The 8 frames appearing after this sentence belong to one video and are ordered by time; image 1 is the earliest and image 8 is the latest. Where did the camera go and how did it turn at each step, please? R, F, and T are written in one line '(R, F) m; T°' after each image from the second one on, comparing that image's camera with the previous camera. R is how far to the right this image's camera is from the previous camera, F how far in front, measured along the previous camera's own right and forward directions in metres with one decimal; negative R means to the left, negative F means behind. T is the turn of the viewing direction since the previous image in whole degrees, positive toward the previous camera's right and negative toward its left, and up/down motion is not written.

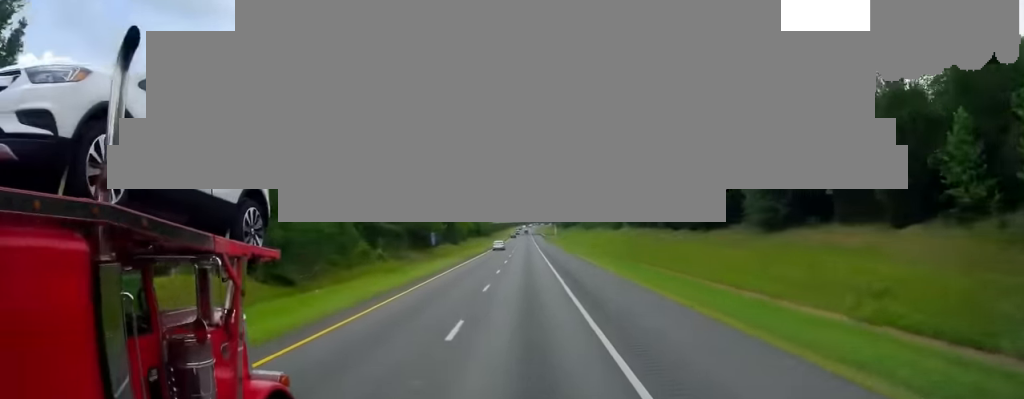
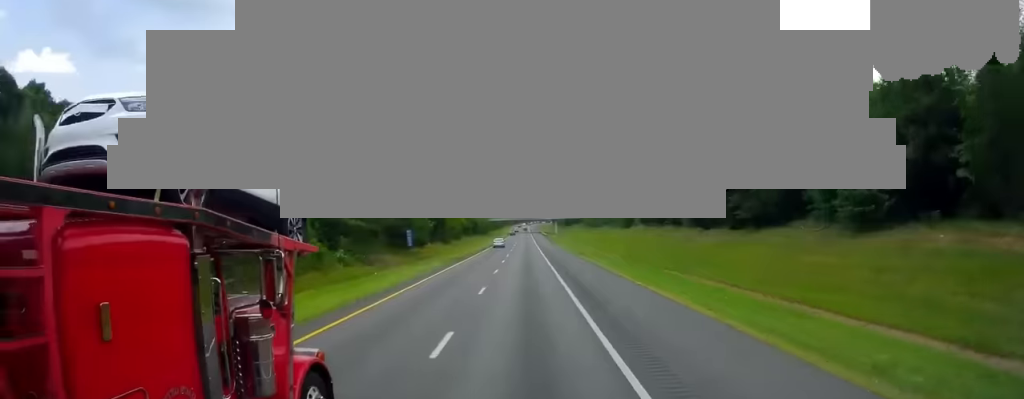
(+0.1, +14.4) m; 0°
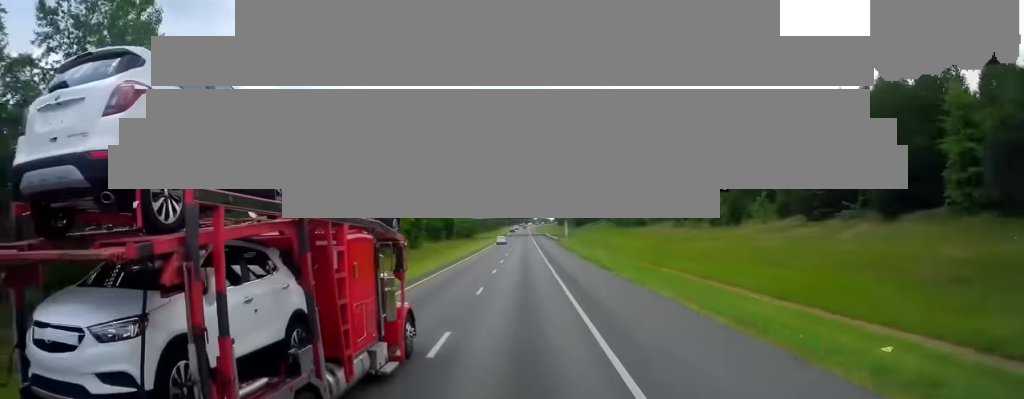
(+0.8, +61.6) m; +1°
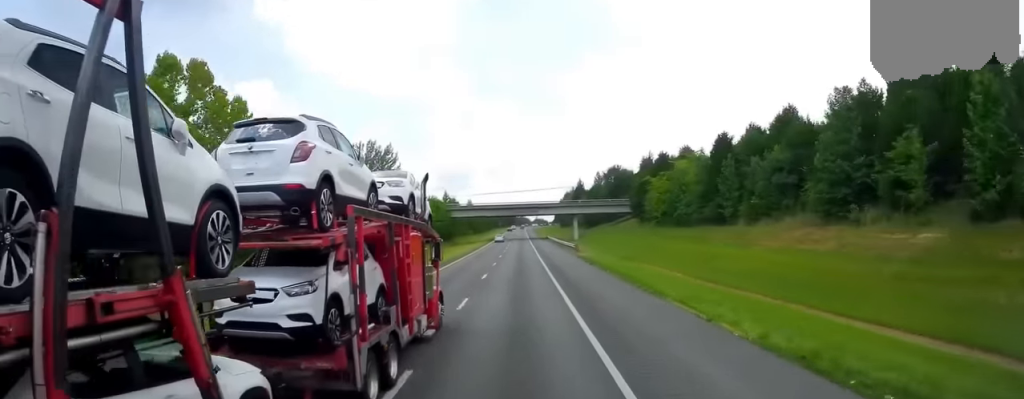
(-0.2, +41.6) m; -1°
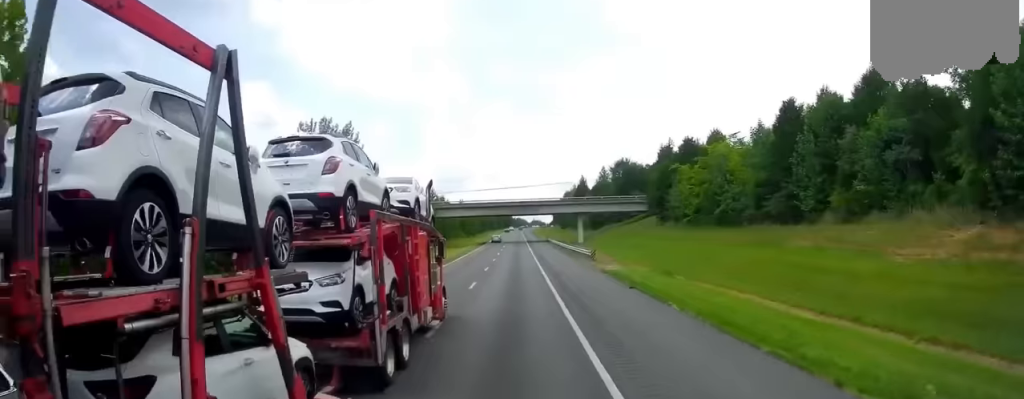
(0.0, +17.4) m; 0°
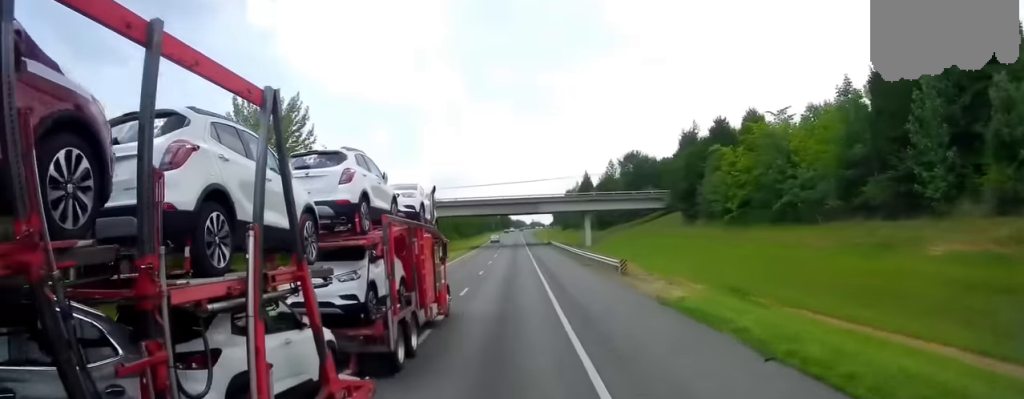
(0.0, +14.5) m; +1°
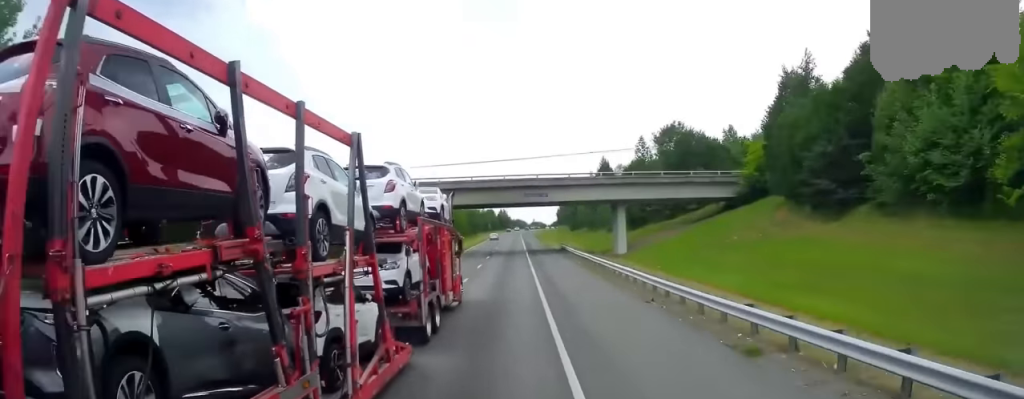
(+0.6, +32.9) m; +3°
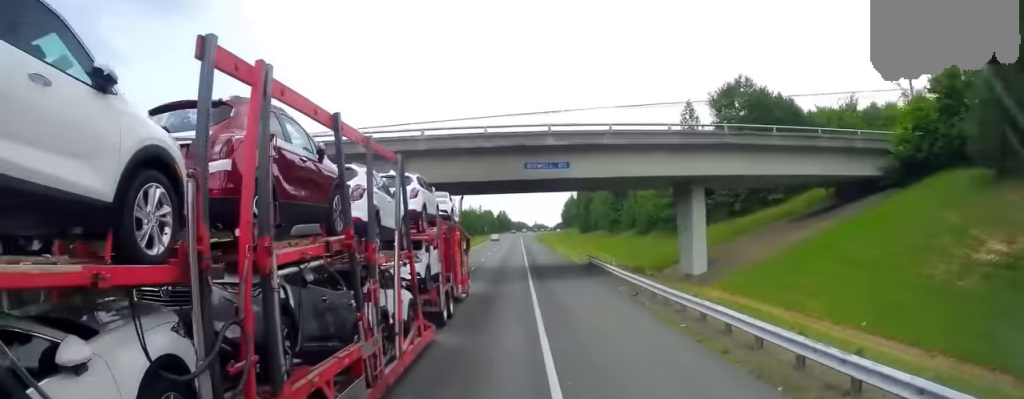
(+0.9, +28.2) m; 0°
